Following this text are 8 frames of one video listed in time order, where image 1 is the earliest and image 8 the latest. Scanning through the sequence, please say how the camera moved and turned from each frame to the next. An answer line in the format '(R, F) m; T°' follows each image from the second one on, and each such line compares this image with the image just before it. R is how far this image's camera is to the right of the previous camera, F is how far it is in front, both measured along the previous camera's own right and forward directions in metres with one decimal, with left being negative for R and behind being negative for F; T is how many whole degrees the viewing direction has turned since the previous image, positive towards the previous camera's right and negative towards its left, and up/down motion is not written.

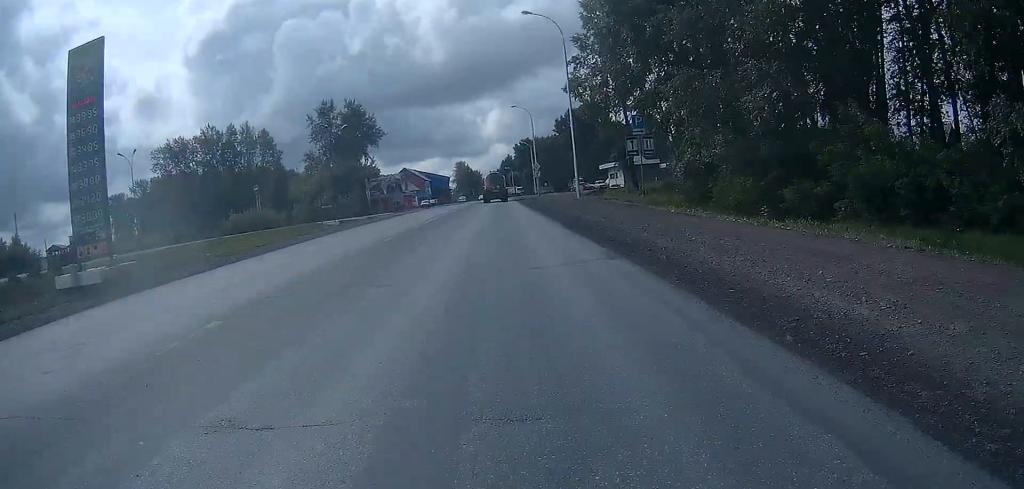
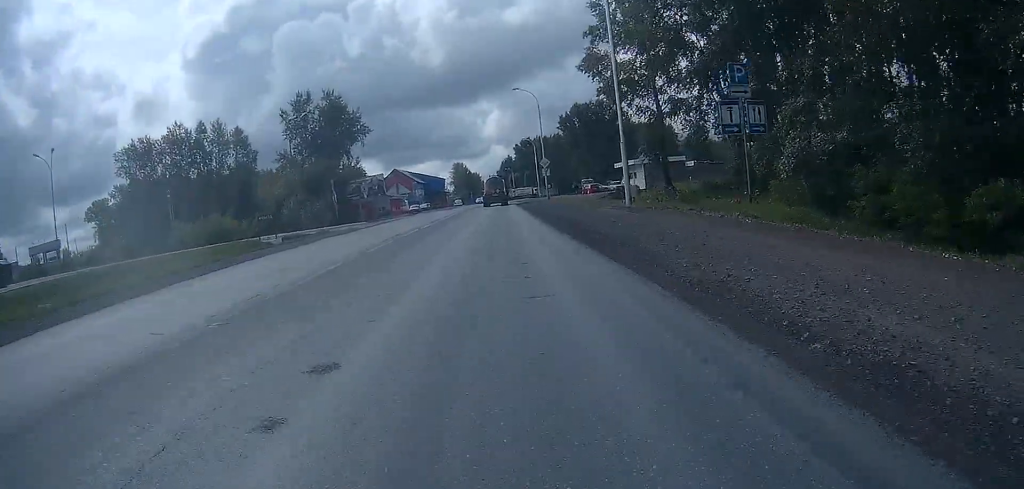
(-0.1, +14.7) m; 0°
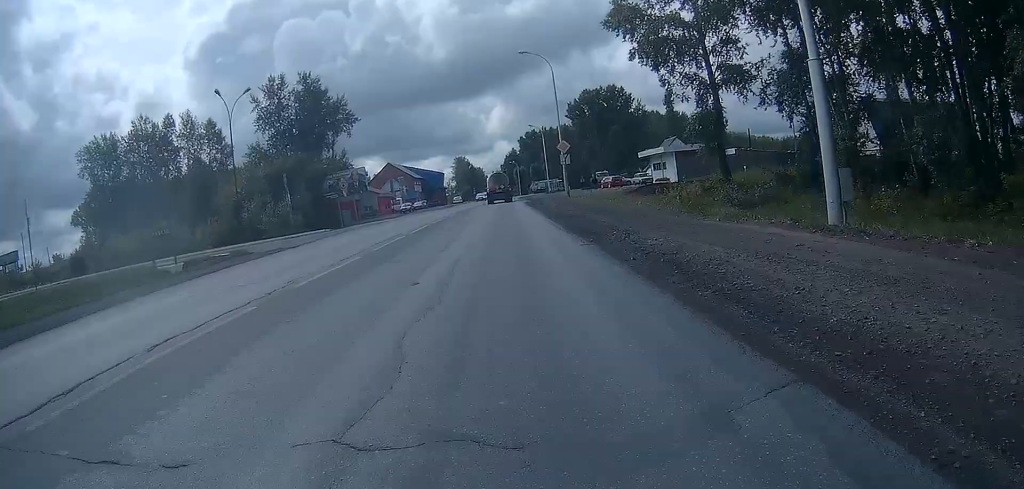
(0.0, +14.0) m; 0°
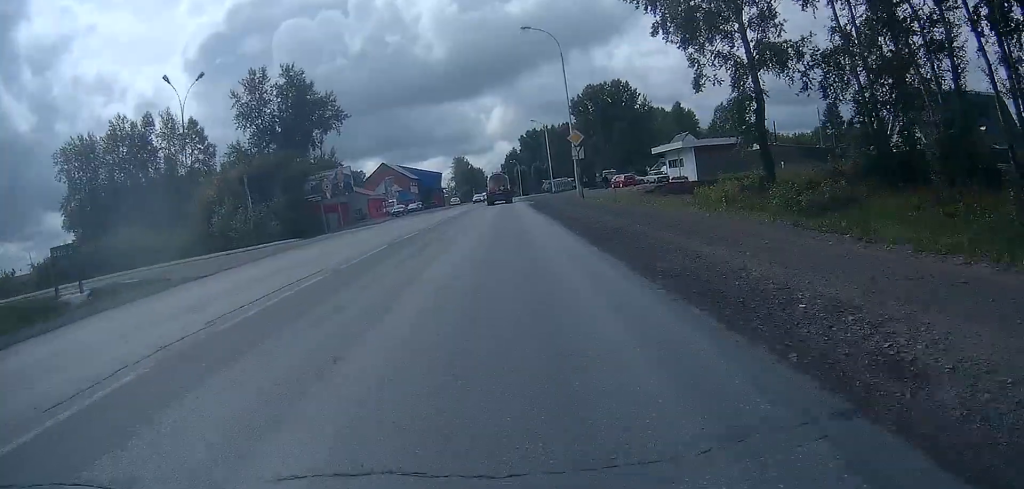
(0.0, +7.2) m; 0°
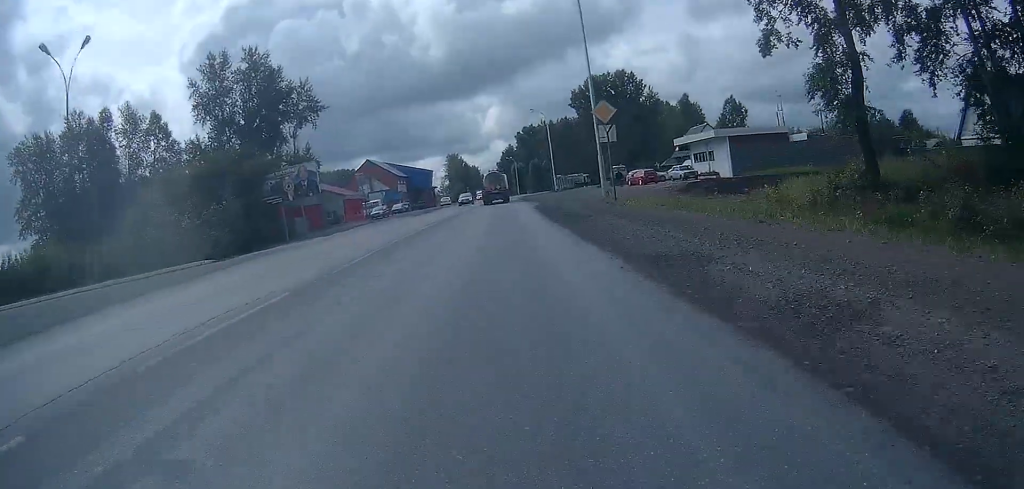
(0.0, +11.5) m; 0°
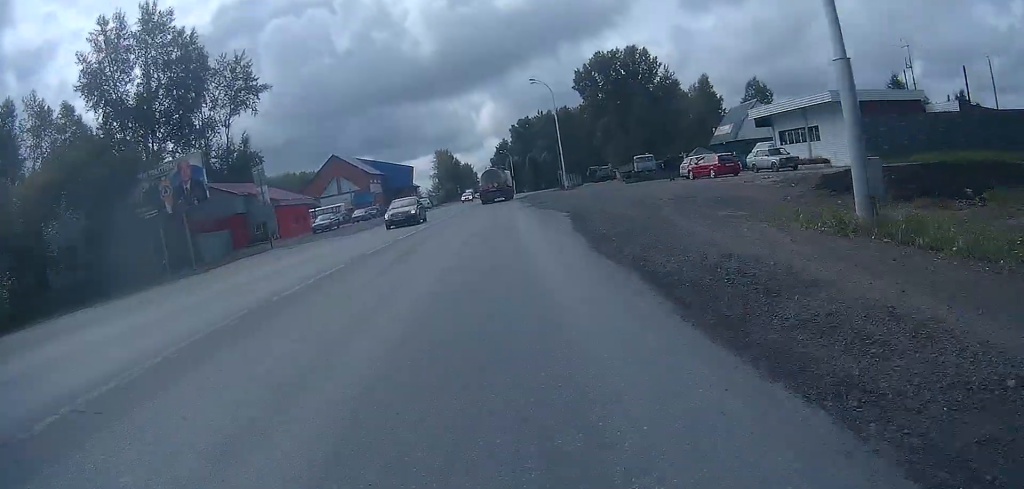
(0.0, +21.8) m; 0°
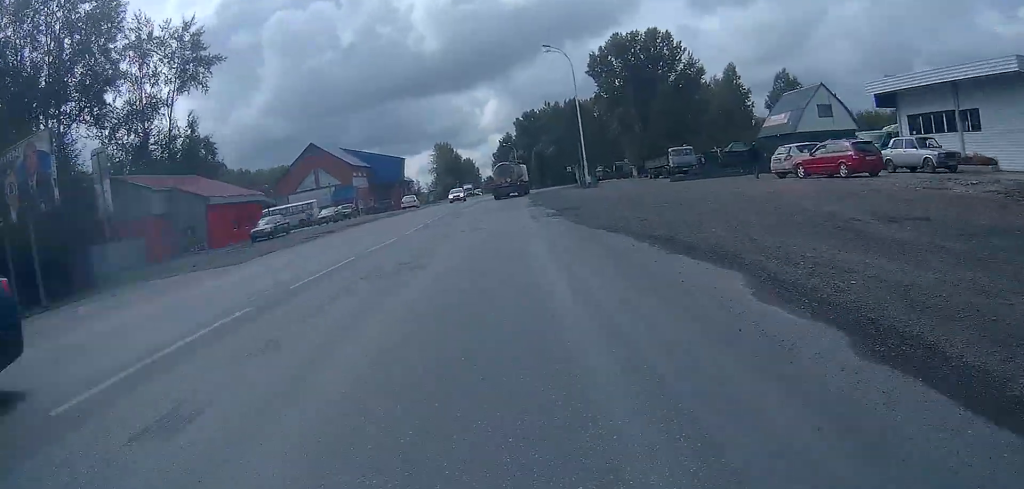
(0.0, +14.9) m; -1°
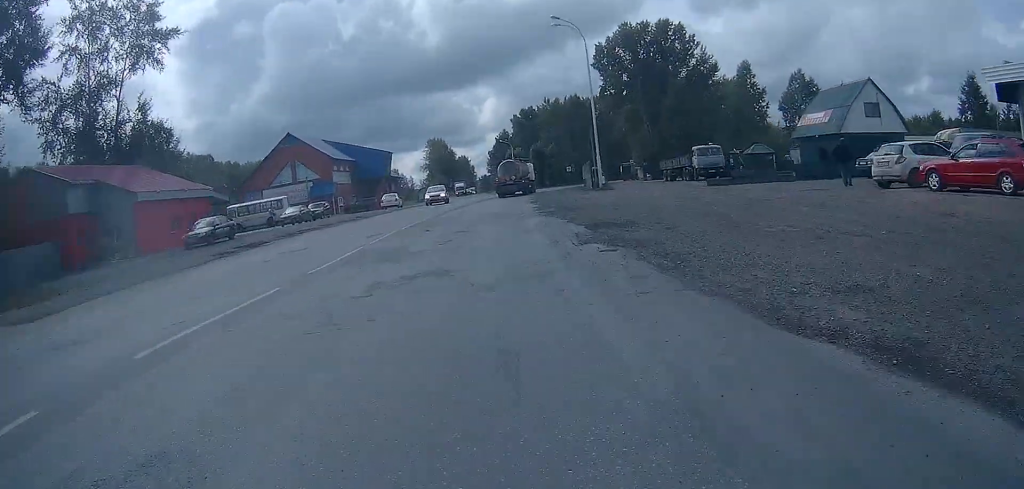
(-0.1, +8.8) m; 0°
